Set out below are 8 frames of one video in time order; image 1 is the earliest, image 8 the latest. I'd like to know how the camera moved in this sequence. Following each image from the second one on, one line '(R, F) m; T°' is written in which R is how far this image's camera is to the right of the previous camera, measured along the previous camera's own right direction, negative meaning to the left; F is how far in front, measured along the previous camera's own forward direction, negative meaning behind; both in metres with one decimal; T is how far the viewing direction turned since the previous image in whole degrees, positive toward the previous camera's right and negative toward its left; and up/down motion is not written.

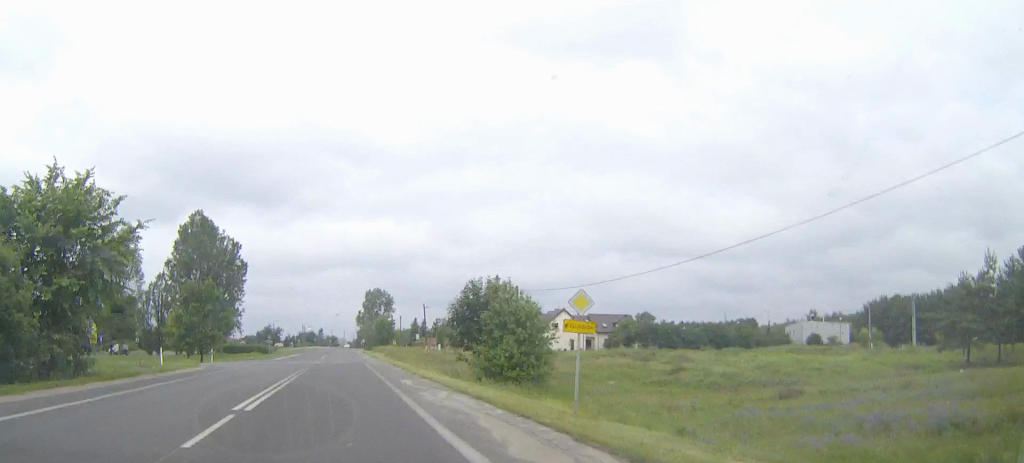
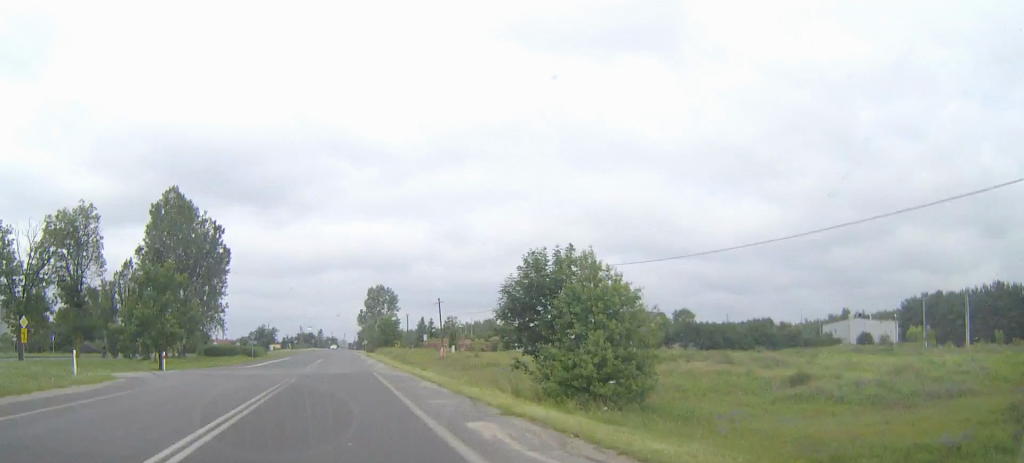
(+0.2, +15.5) m; +1°
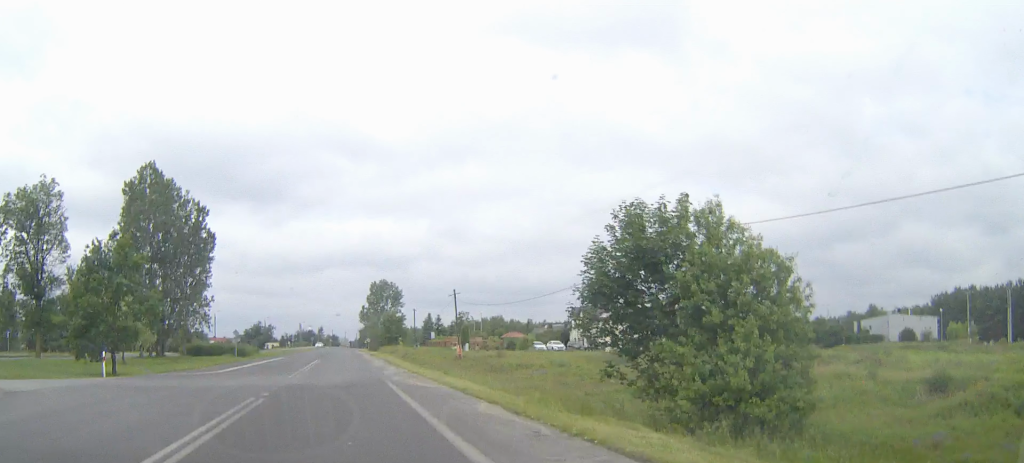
(-0.1, +10.9) m; -1°
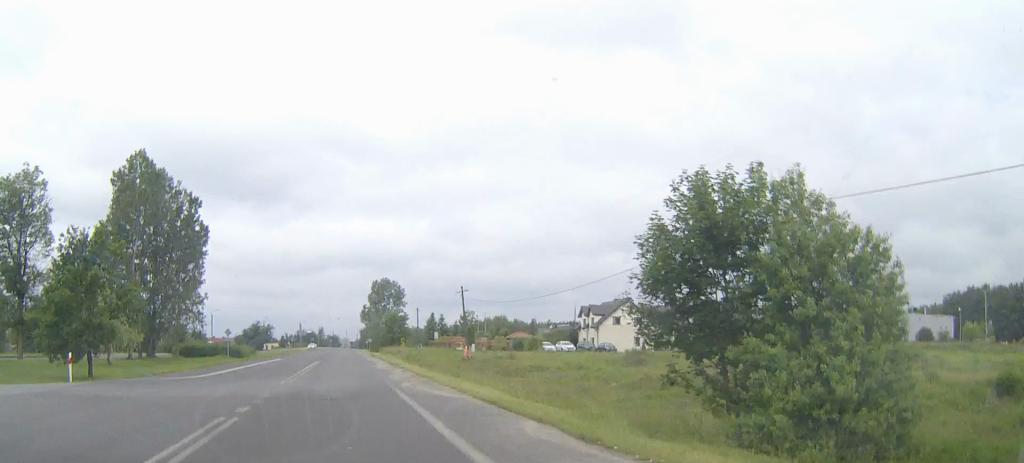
(0.0, +4.4) m; 0°
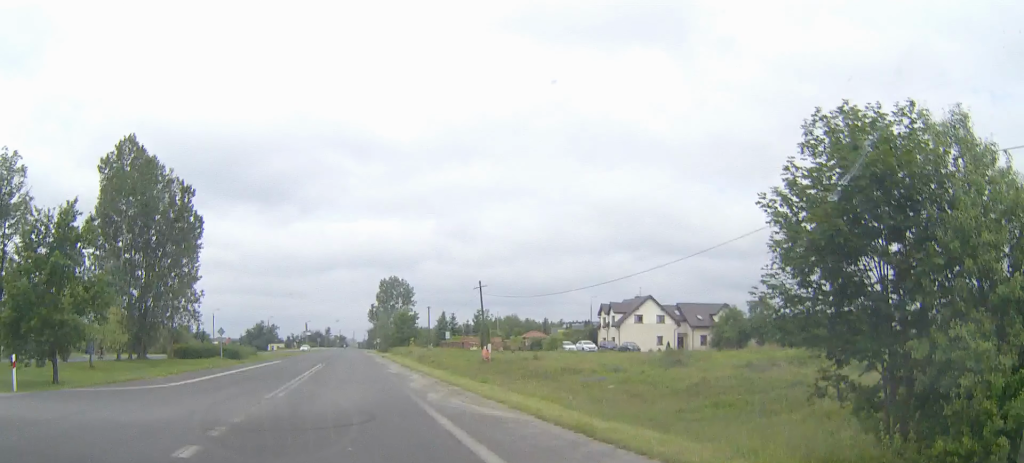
(0.0, +6.3) m; -2°
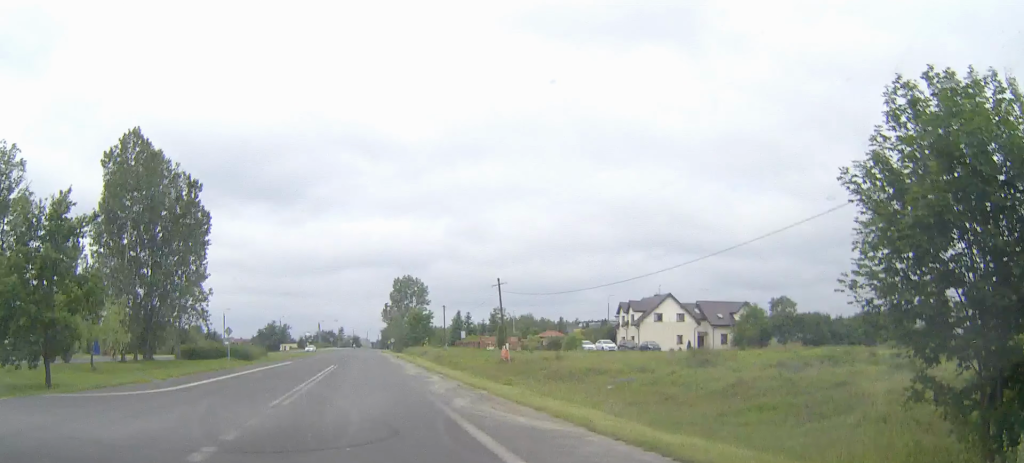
(+0.1, +2.8) m; -3°
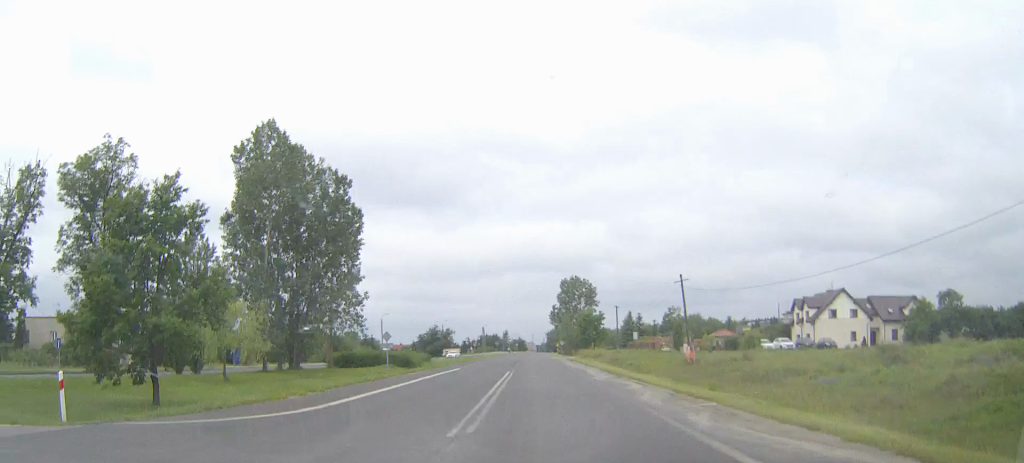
(-0.5, +5.8) m; -14°
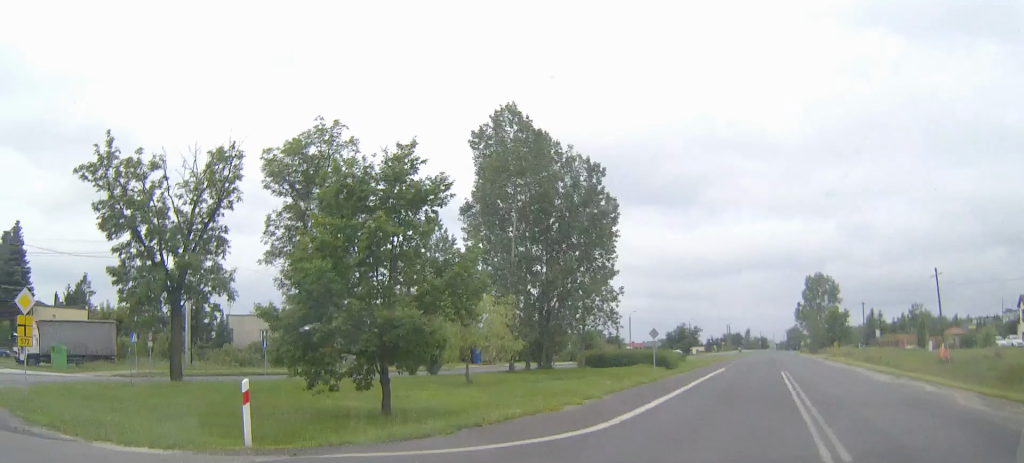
(-0.7, +4.1) m; -19°
